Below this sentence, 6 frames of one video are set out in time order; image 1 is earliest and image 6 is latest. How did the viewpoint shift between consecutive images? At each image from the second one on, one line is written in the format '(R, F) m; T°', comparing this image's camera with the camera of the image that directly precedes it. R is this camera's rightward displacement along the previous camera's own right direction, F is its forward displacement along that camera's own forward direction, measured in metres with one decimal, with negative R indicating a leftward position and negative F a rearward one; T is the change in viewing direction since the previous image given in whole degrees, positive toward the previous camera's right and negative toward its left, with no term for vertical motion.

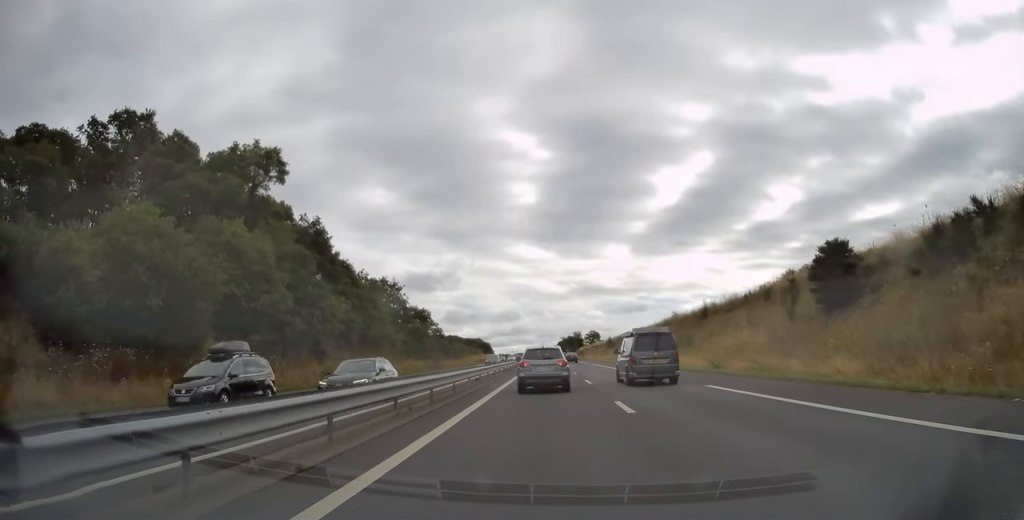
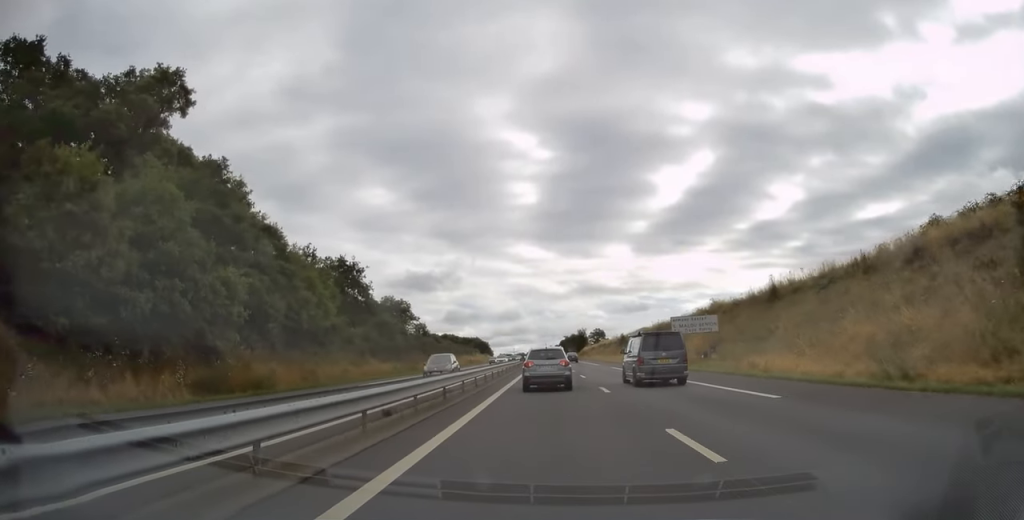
(+0.3, +18.9) m; 0°
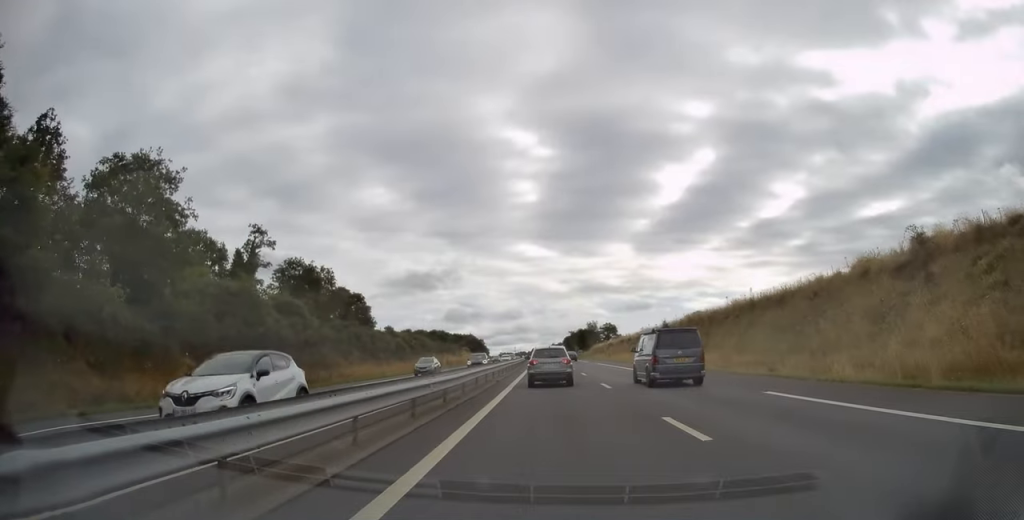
(-0.6, +37.5) m; -1°
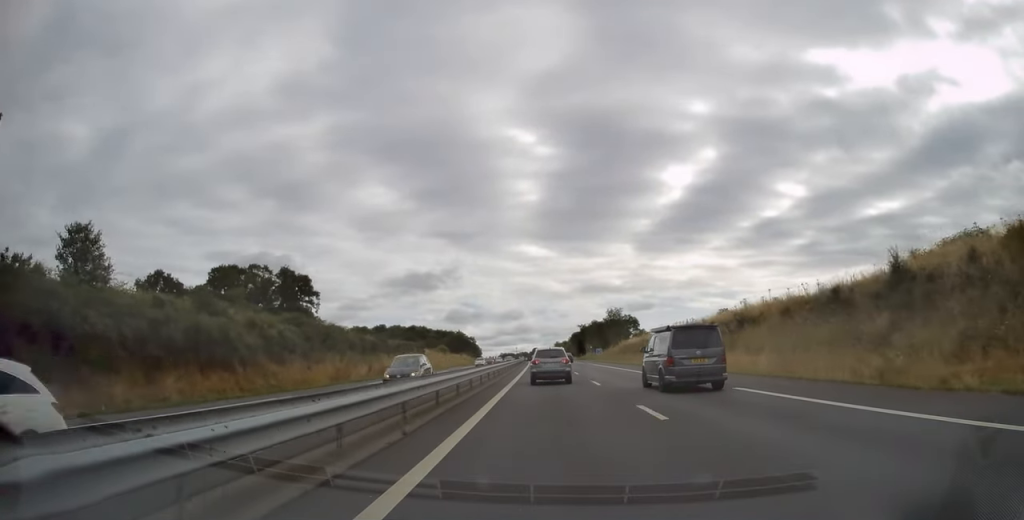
(+0.7, +48.5) m; +1°
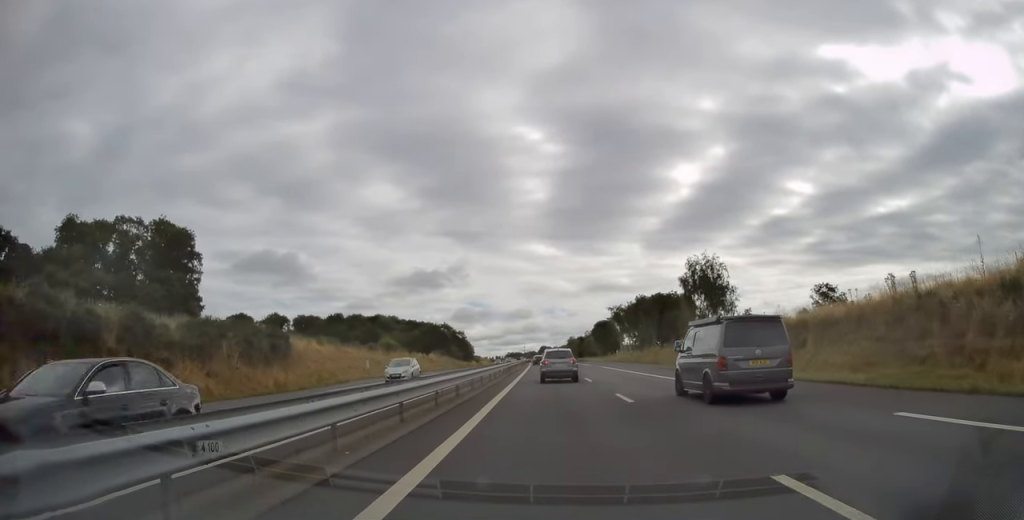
(-1.0, +59.8) m; -2°
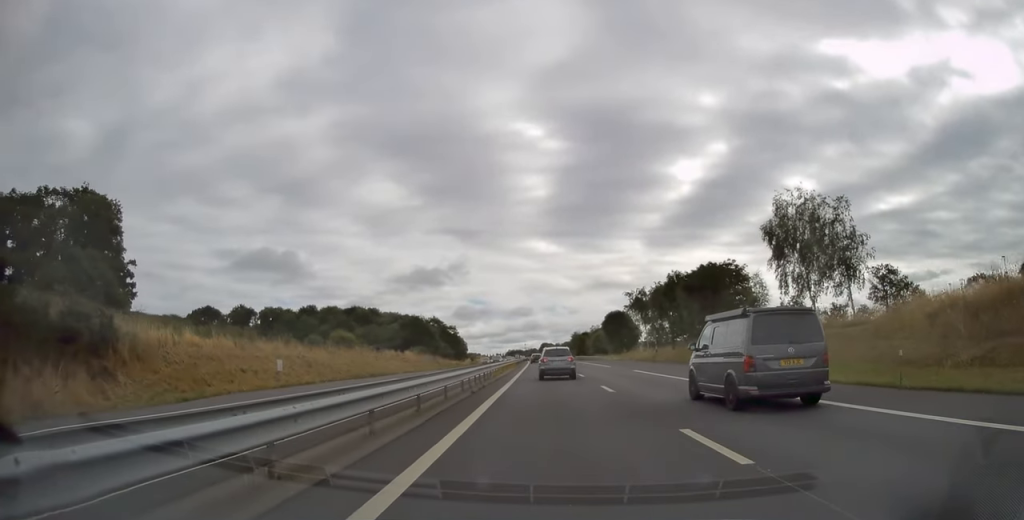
(-0.2, +21.9) m; 0°
